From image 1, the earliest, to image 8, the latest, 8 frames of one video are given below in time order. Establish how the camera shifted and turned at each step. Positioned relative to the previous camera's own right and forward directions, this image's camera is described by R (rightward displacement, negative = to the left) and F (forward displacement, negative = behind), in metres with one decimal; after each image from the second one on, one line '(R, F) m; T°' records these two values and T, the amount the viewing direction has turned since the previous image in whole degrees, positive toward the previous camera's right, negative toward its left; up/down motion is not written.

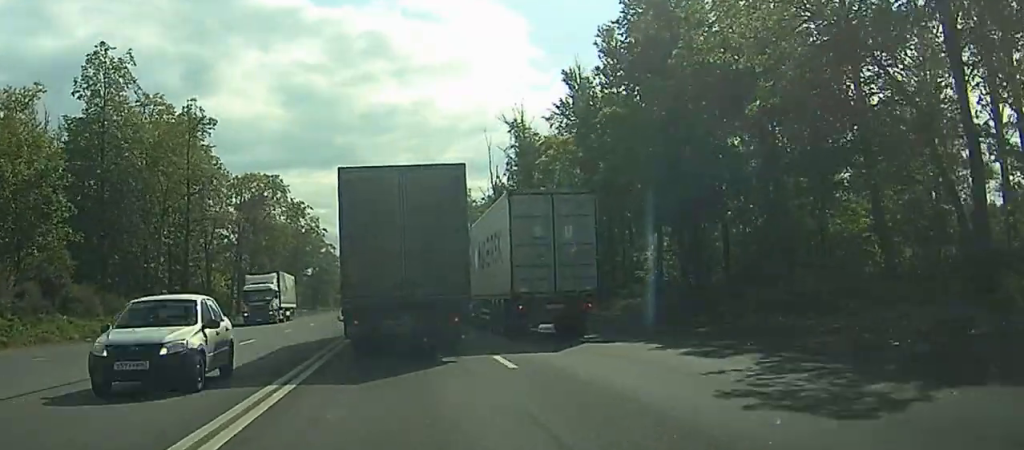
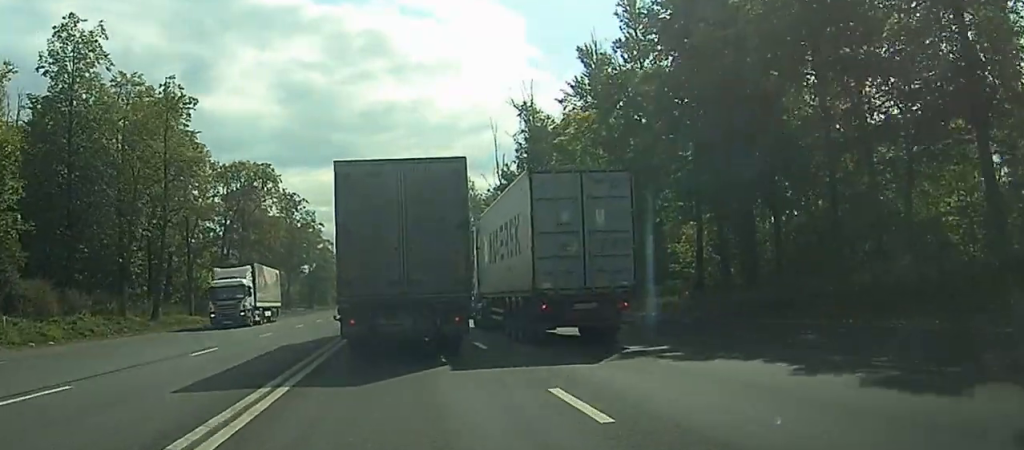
(0.0, +6.7) m; 0°
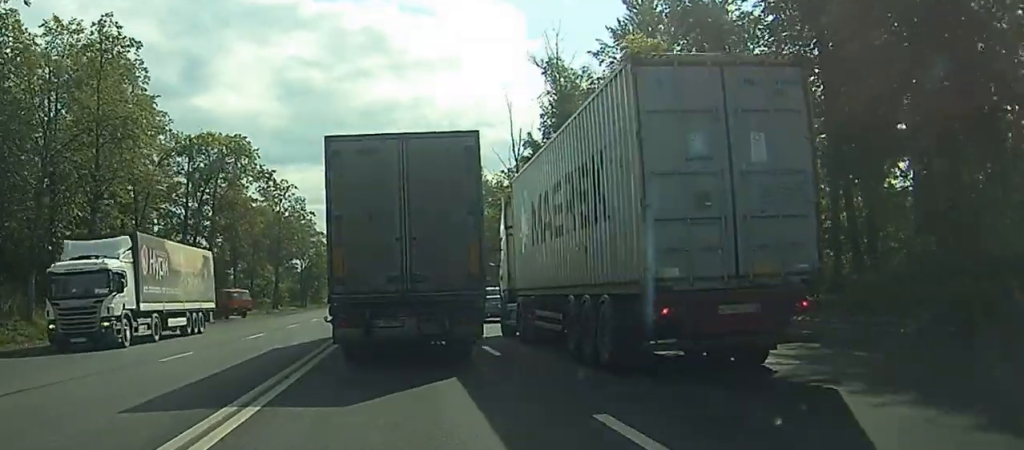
(-0.1, +14.1) m; 0°
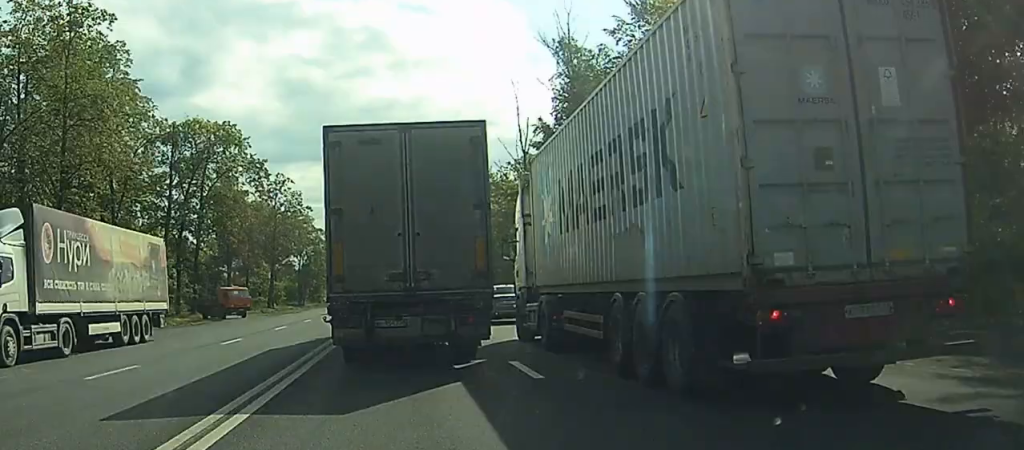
(0.0, +5.2) m; 0°
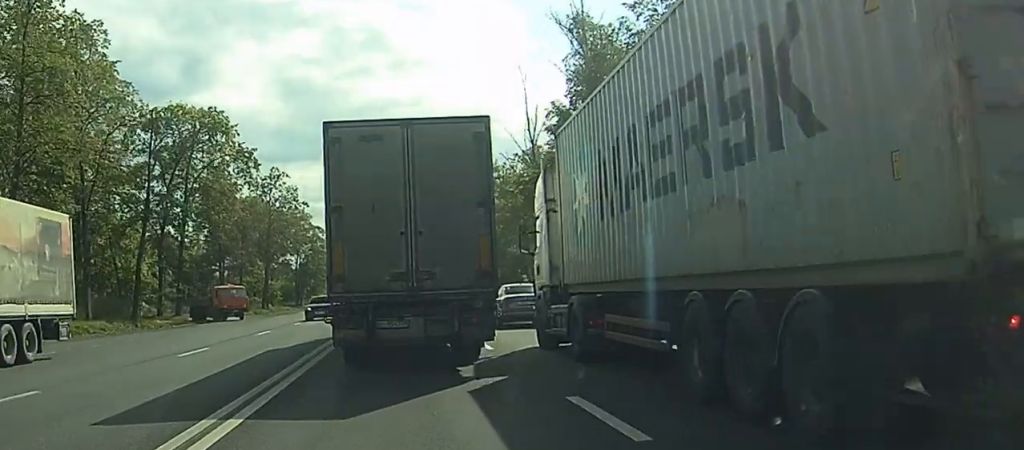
(0.0, +5.8) m; 0°
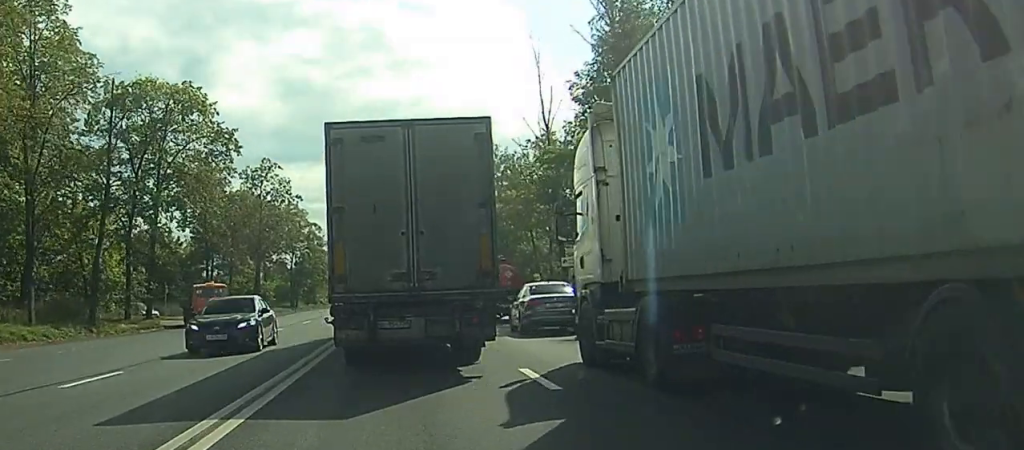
(0.0, +8.8) m; 0°
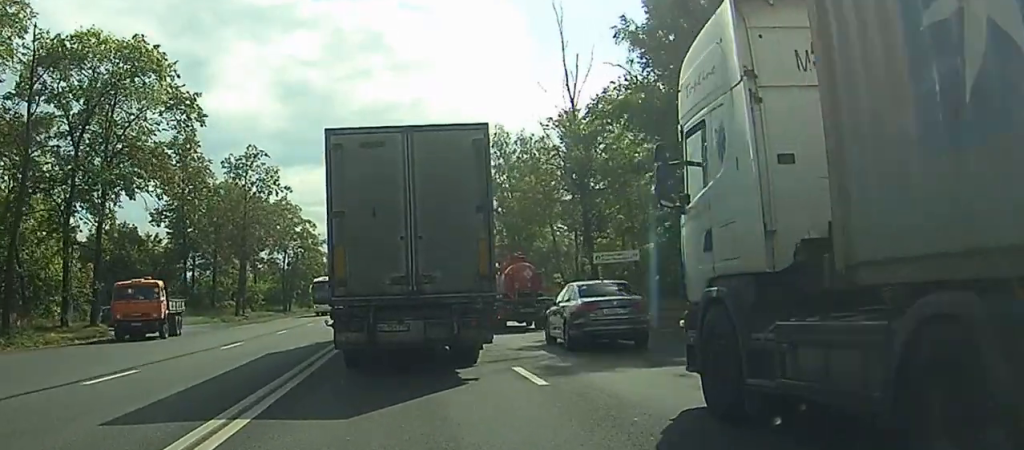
(-0.1, +11.6) m; -1°
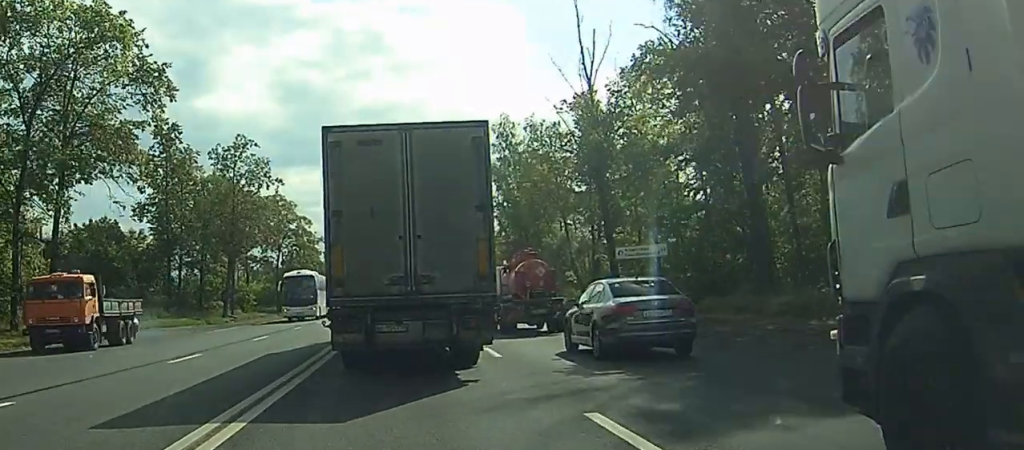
(0.0, +6.3) m; +3°
